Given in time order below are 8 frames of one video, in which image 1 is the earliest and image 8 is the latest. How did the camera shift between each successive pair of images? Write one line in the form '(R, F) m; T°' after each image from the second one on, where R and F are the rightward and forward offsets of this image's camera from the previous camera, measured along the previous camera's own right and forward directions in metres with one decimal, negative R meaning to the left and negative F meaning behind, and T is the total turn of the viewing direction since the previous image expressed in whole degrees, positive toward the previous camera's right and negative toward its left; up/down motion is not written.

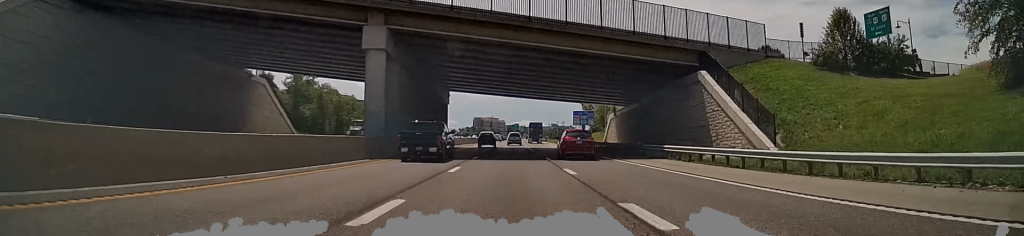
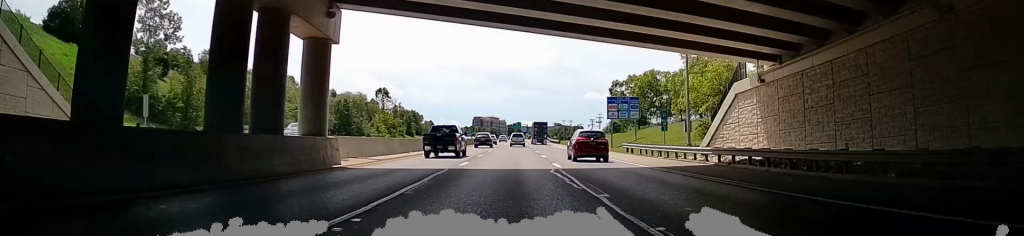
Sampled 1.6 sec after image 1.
(+1.4, +43.1) m; +2°
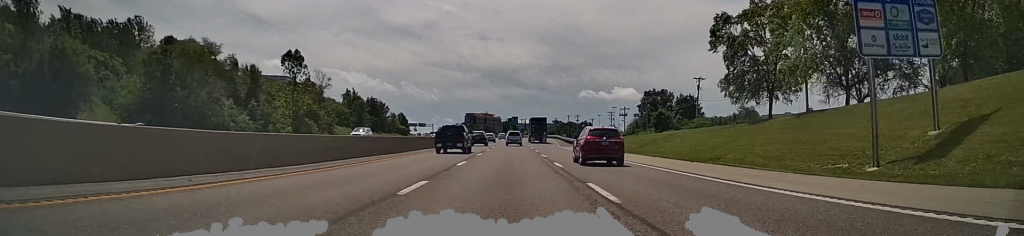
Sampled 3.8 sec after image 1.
(-0.3, +59.6) m; 0°
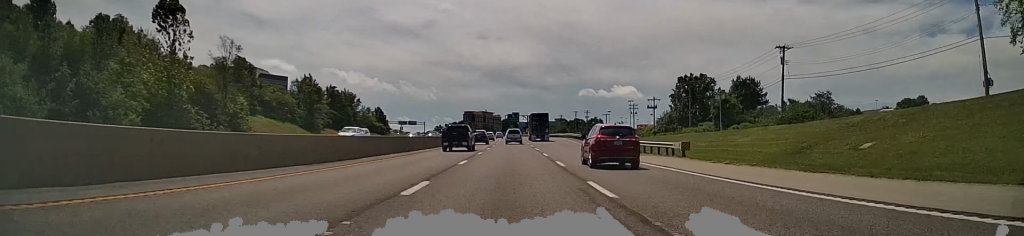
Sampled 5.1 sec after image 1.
(0.0, +36.0) m; 0°
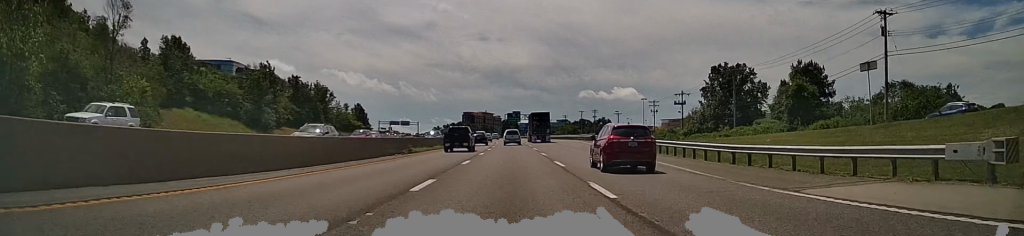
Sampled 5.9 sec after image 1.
(-0.1, +23.5) m; -1°
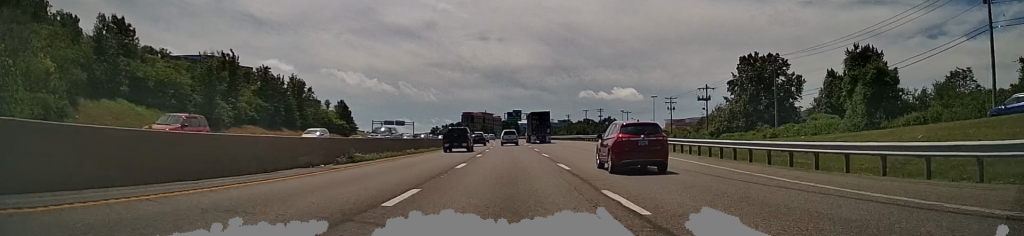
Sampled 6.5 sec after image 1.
(-0.1, +15.1) m; 0°
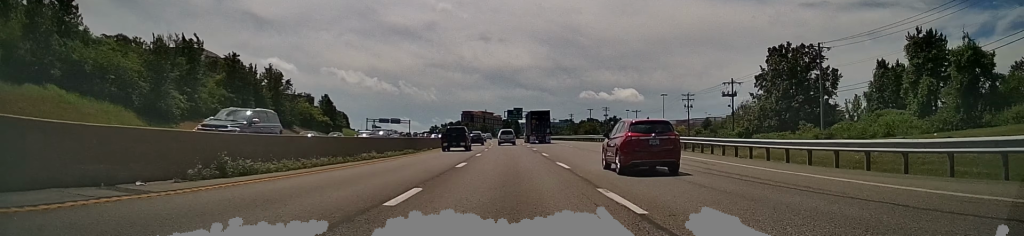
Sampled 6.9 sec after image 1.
(-0.5, +12.3) m; +1°
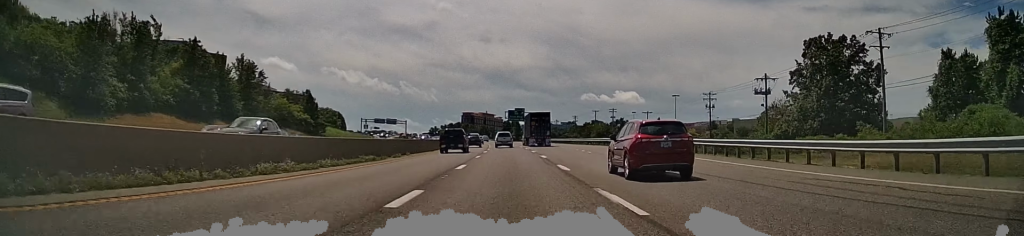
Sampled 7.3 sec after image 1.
(-0.1, +12.2) m; +1°
